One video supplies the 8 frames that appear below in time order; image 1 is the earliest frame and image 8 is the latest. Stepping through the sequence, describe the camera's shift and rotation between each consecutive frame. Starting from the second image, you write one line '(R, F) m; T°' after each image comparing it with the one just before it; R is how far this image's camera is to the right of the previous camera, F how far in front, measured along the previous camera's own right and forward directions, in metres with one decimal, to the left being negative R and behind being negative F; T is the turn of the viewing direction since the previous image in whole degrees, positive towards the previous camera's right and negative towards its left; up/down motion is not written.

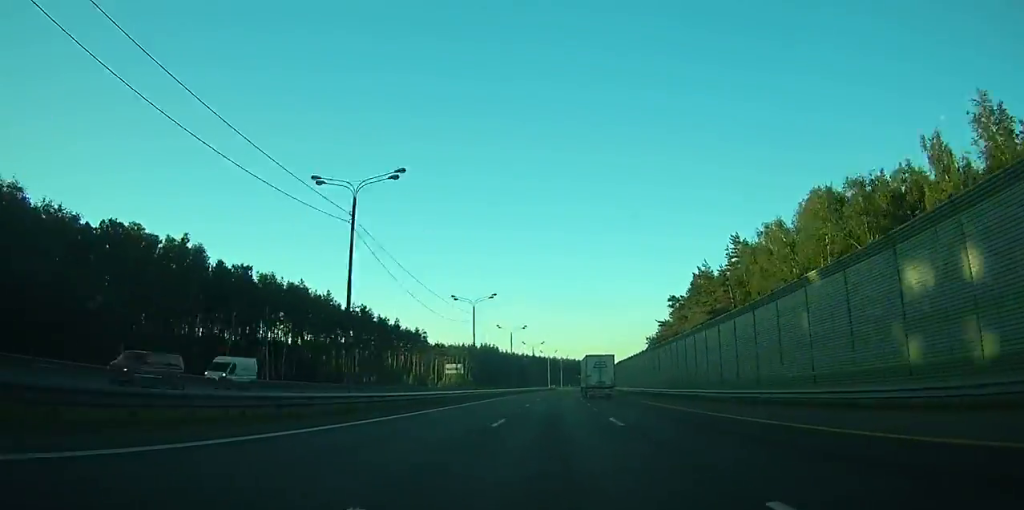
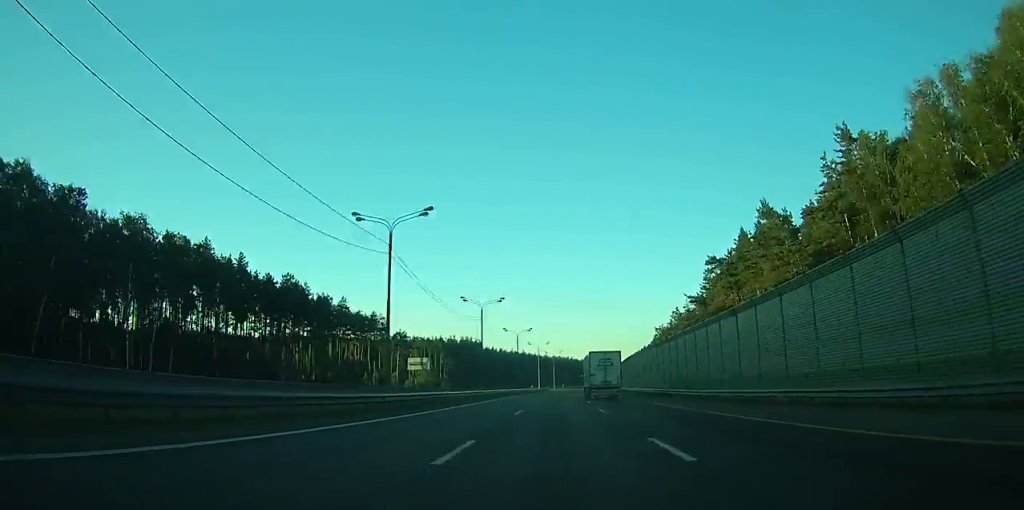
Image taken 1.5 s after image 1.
(0.0, +37.4) m; +1°
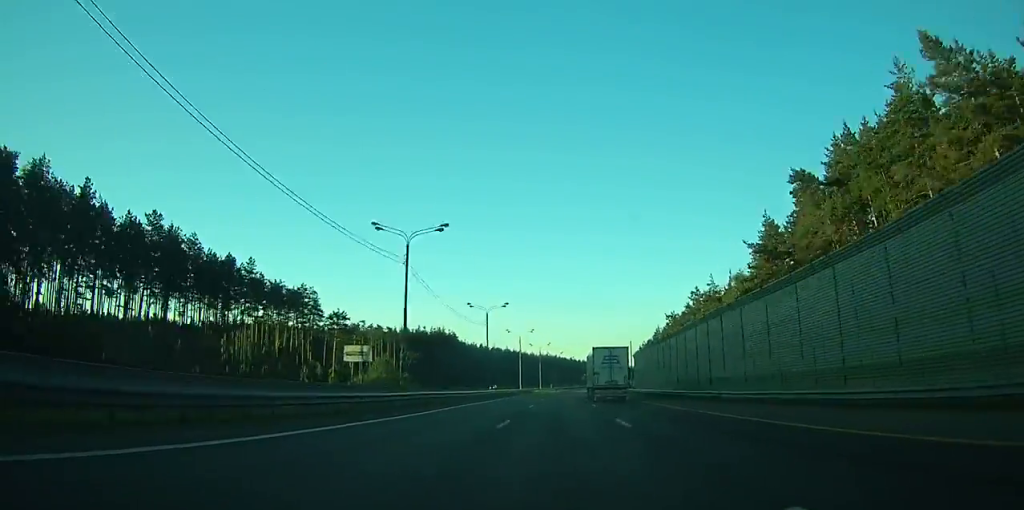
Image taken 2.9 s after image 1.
(+0.7, +39.3) m; +1°
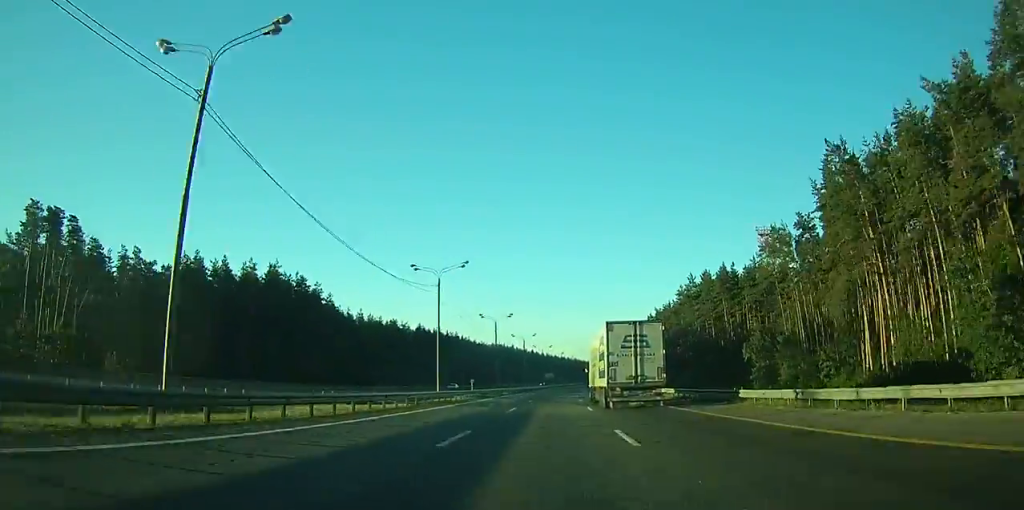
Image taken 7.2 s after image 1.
(+3.6, +118.3) m; +4°
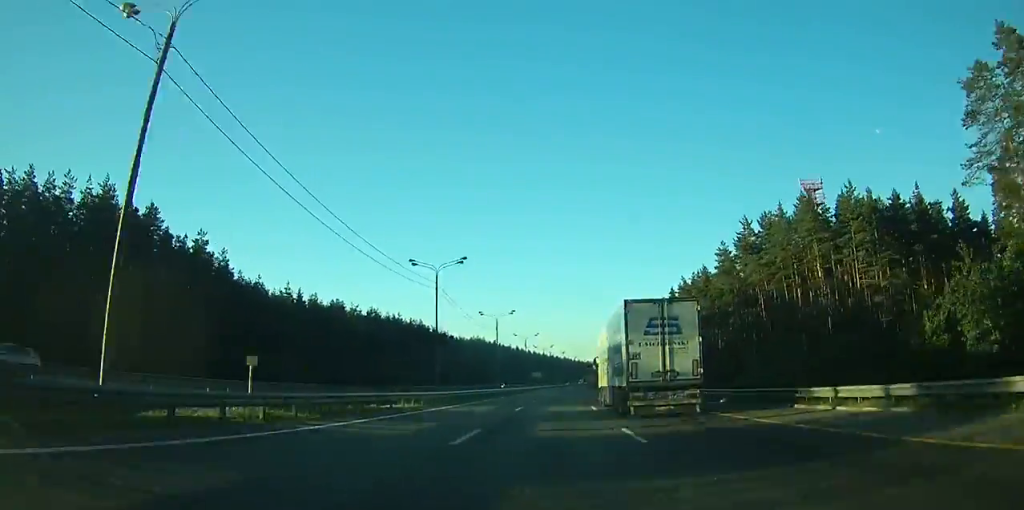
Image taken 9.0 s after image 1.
(+0.8, +50.9) m; +1°
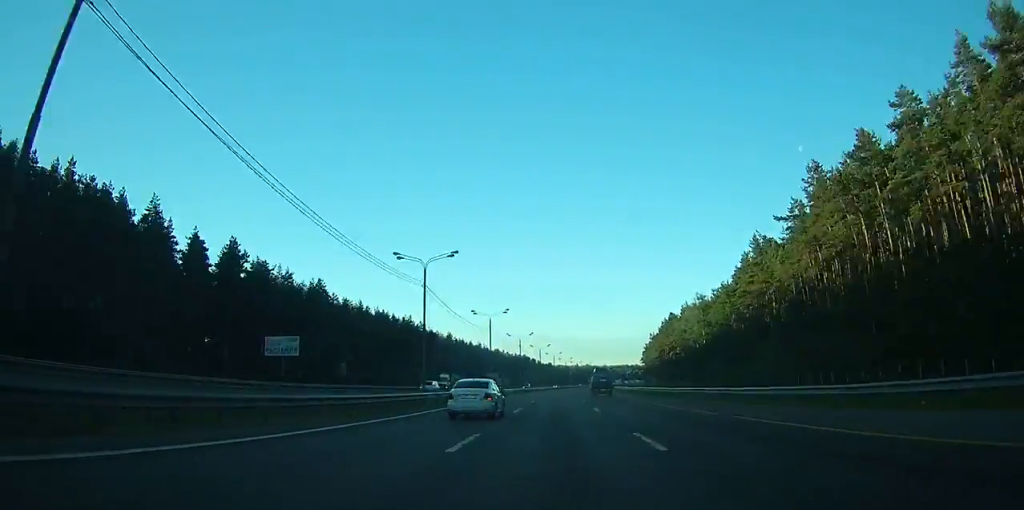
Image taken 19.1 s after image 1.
(+17.7, +277.1) m; +8°
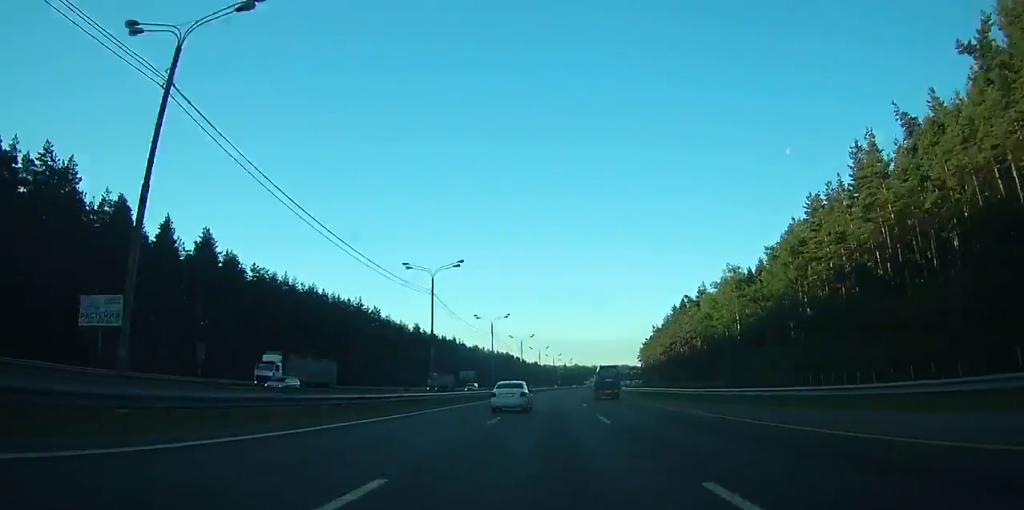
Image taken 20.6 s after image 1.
(+0.2, +40.3) m; +1°
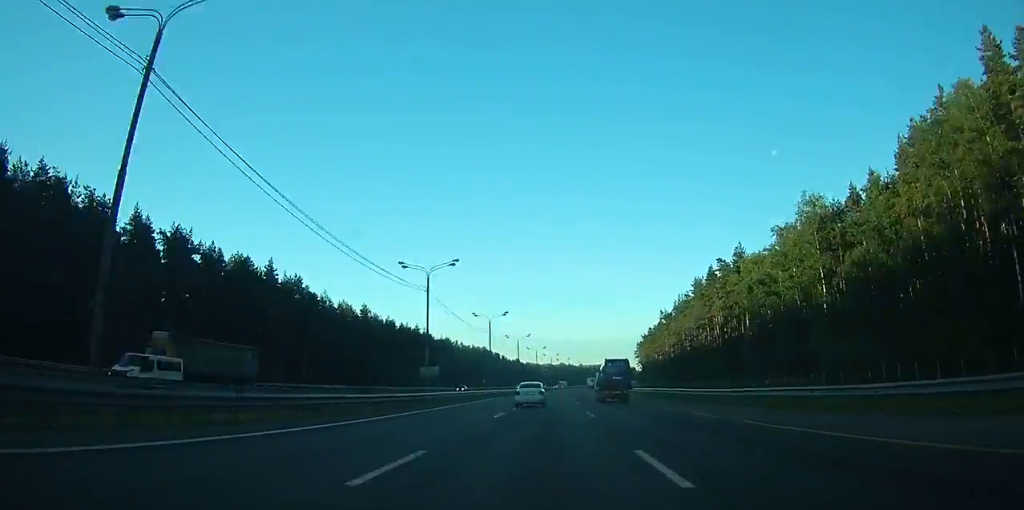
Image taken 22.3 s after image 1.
(+0.9, +42.3) m; +1°
